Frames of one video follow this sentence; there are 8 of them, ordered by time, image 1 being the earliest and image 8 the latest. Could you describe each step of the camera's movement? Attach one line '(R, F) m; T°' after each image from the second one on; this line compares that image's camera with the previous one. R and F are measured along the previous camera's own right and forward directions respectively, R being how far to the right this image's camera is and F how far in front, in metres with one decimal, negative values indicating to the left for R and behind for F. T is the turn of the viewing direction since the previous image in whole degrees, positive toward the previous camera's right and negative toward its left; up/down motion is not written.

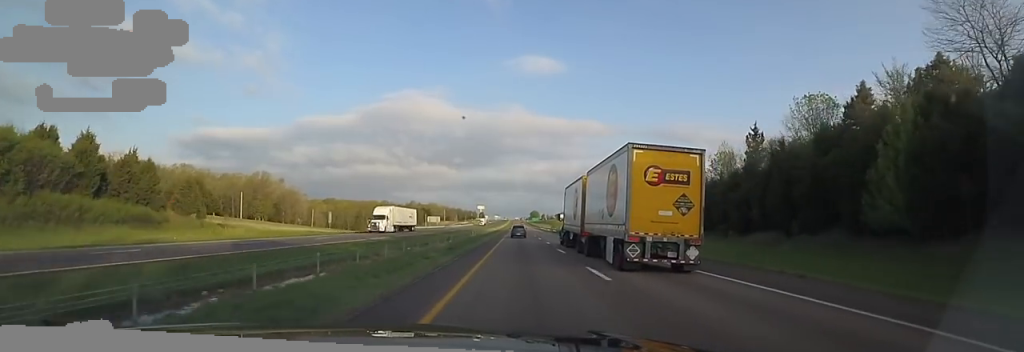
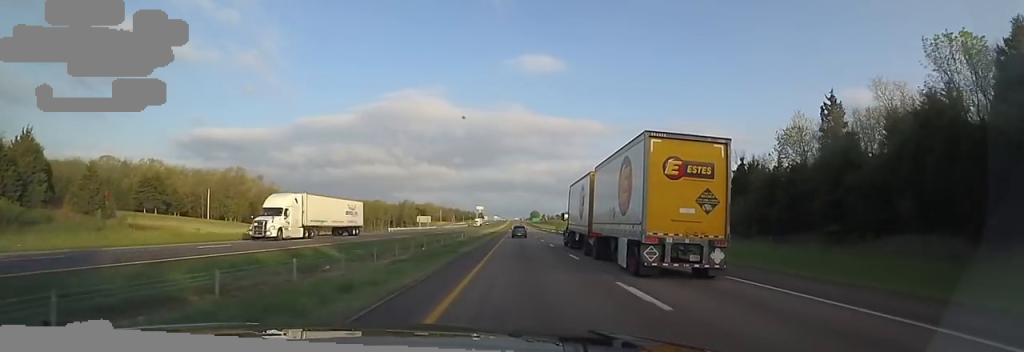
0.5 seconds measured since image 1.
(-0.4, +16.2) m; -1°
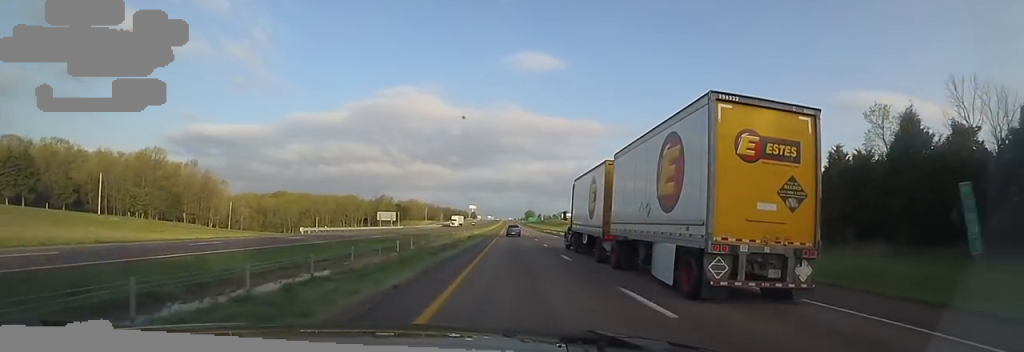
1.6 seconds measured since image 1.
(-0.7, +36.0) m; +1°
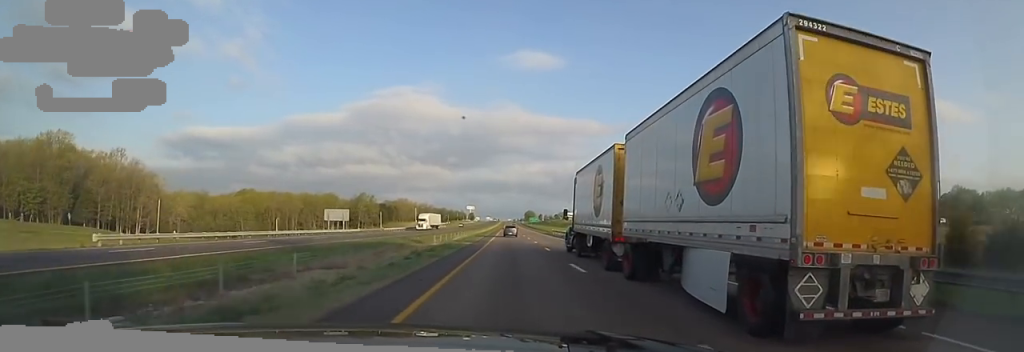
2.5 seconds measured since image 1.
(+1.0, +30.3) m; +2°
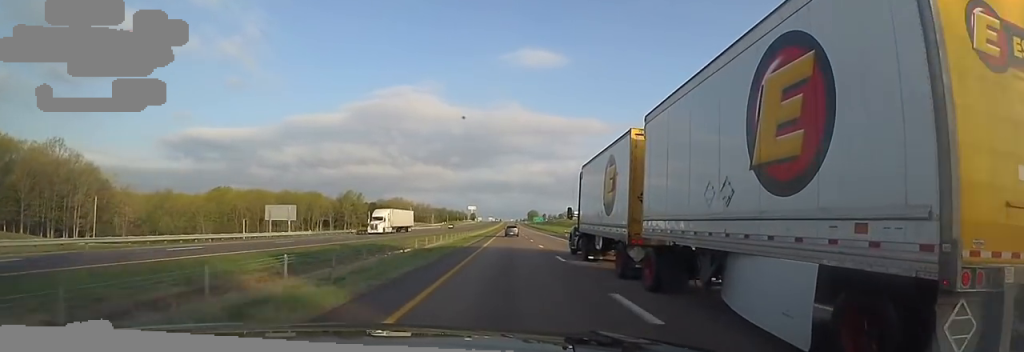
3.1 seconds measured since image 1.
(+0.5, +20.6) m; 0°
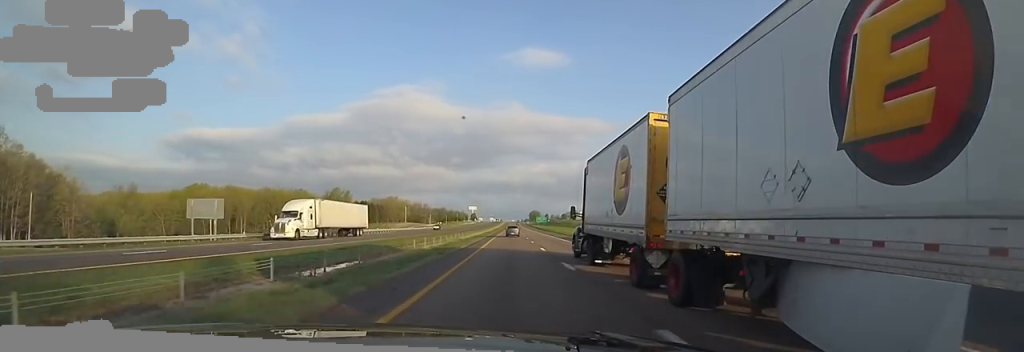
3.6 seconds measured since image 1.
(-0.5, +16.3) m; -1°
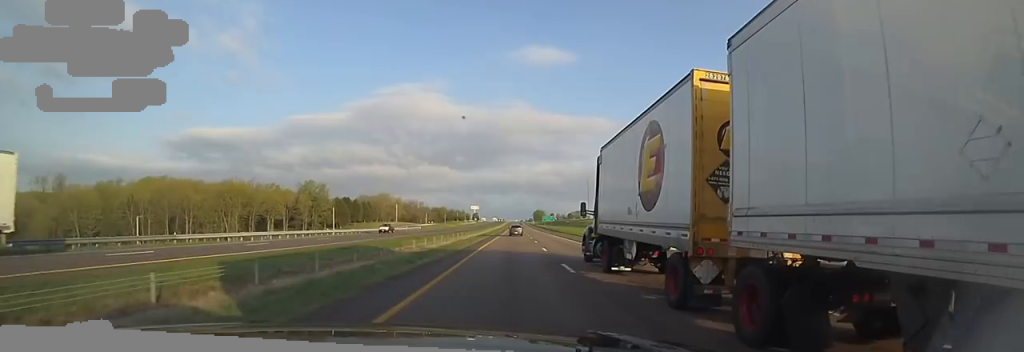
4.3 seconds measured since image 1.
(-0.5, +26.7) m; -1°
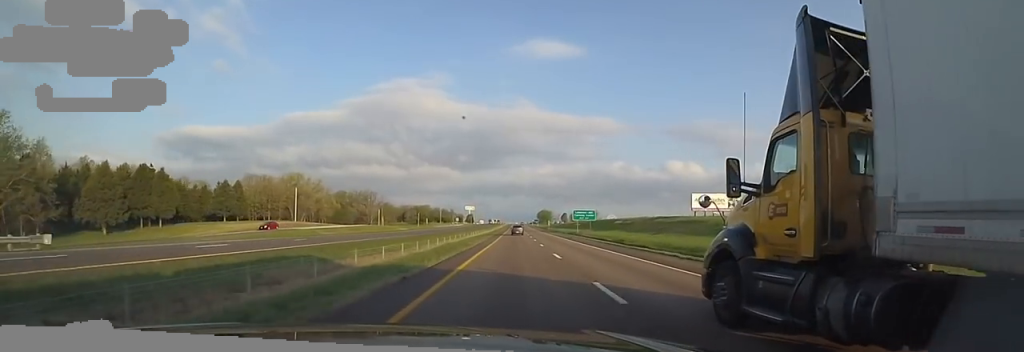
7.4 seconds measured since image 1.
(+1.6, +104.7) m; 0°
